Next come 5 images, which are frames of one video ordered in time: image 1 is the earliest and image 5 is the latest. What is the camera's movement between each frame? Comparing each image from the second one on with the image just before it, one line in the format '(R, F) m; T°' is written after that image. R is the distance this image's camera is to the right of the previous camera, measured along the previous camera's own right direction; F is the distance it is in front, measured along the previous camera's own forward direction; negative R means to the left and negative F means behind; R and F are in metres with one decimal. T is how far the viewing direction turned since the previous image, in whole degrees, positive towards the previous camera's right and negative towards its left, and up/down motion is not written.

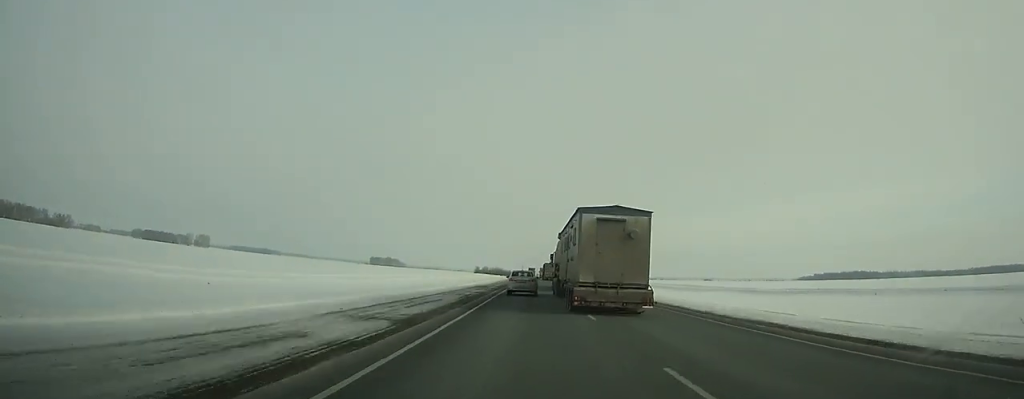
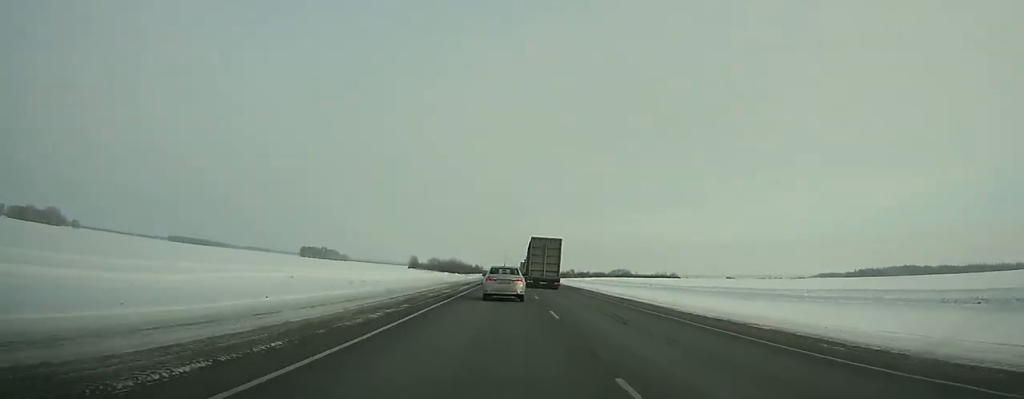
(+4.7, +317.3) m; +1°
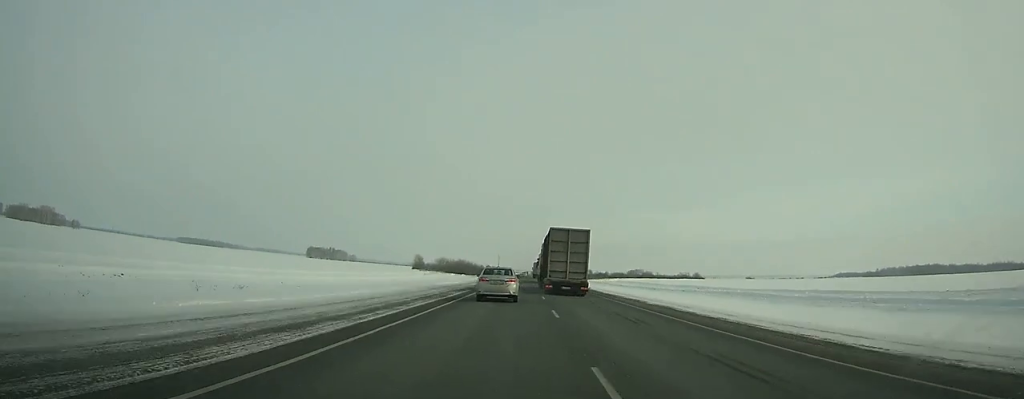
(-0.2, +35.7) m; 0°
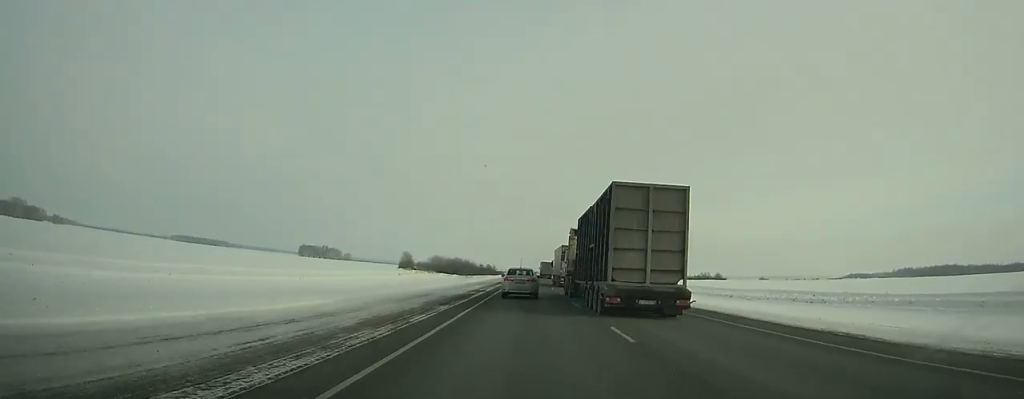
(-0.2, +57.5) m; 0°
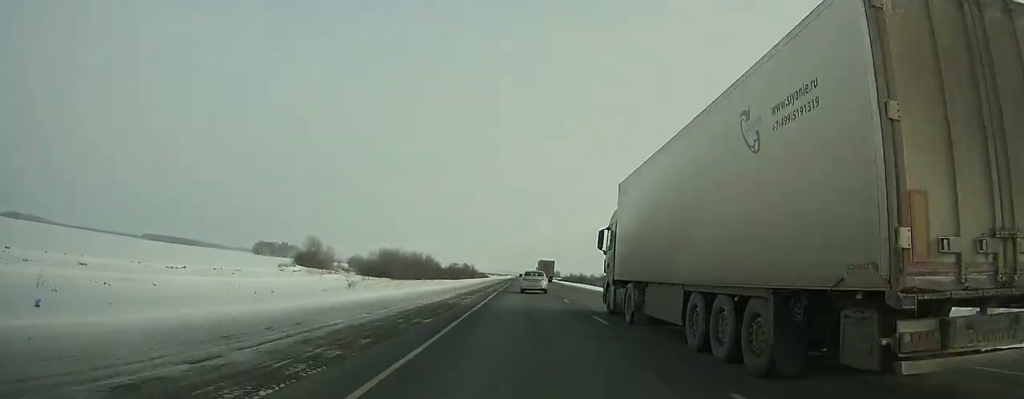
(+0.7, +142.4) m; +1°
